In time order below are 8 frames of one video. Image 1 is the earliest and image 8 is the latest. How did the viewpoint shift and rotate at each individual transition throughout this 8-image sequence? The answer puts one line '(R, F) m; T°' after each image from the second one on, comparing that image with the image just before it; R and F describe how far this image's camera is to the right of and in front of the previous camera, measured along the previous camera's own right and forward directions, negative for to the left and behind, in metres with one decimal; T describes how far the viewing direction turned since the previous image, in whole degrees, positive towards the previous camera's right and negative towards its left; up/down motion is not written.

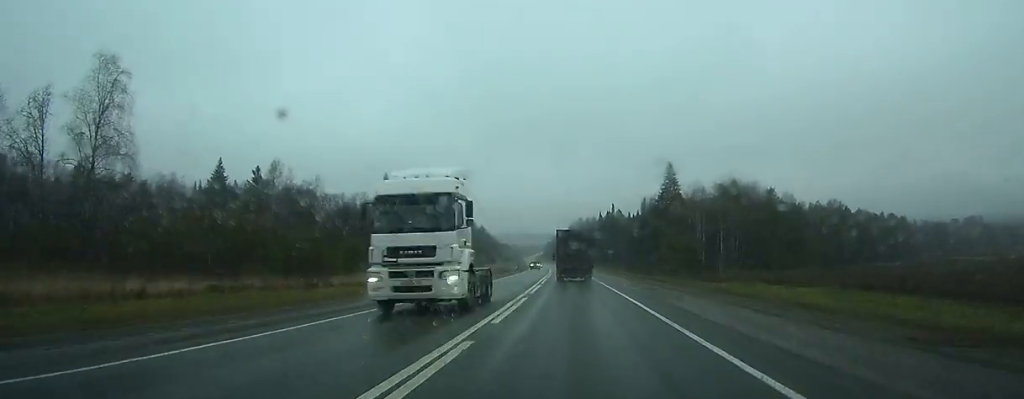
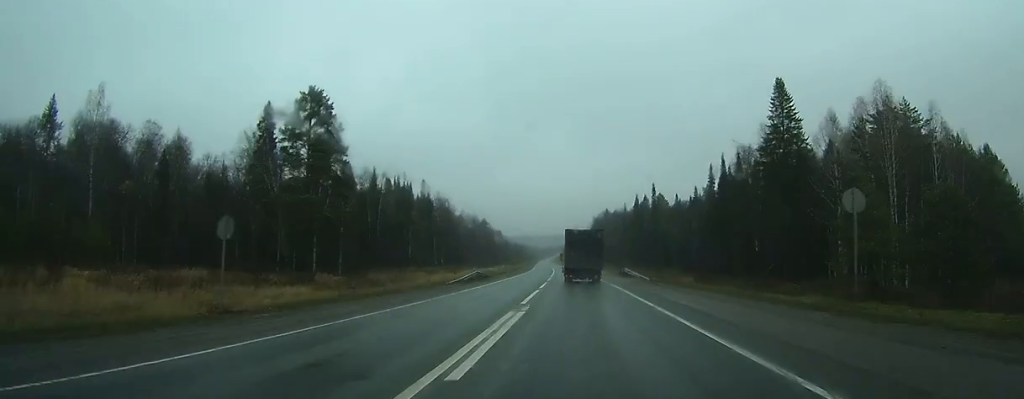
(-1.2, +78.9) m; -2°
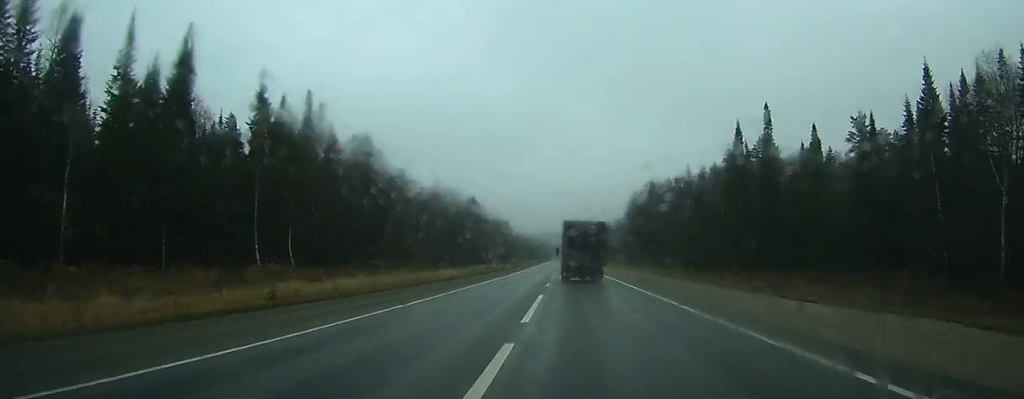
(-1.9, +101.5) m; -2°
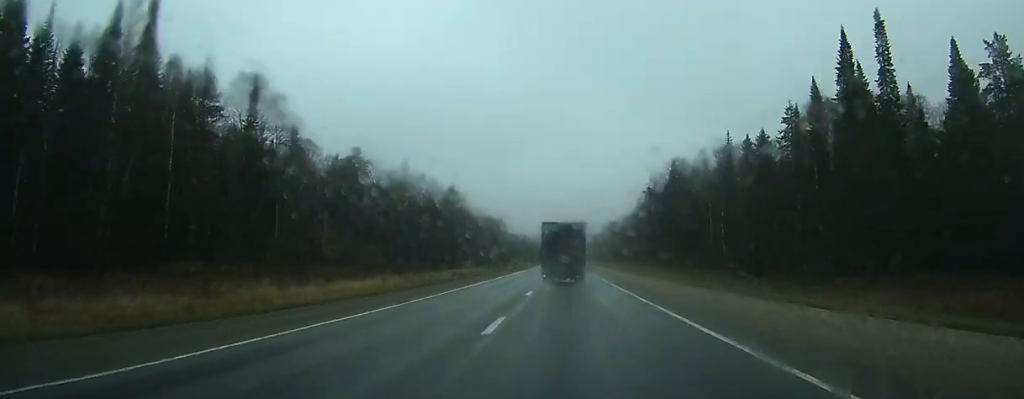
(-0.1, +40.6) m; 0°
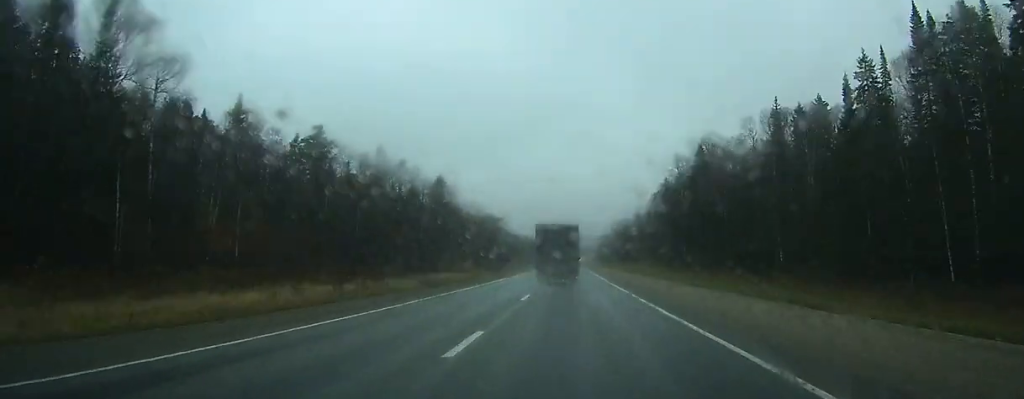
(0.0, +26.7) m; 0°
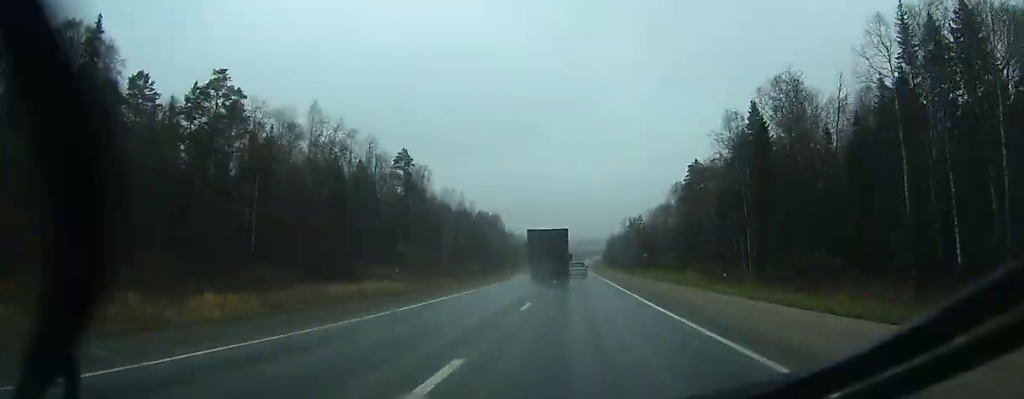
(-0.2, +39.2) m; -1°
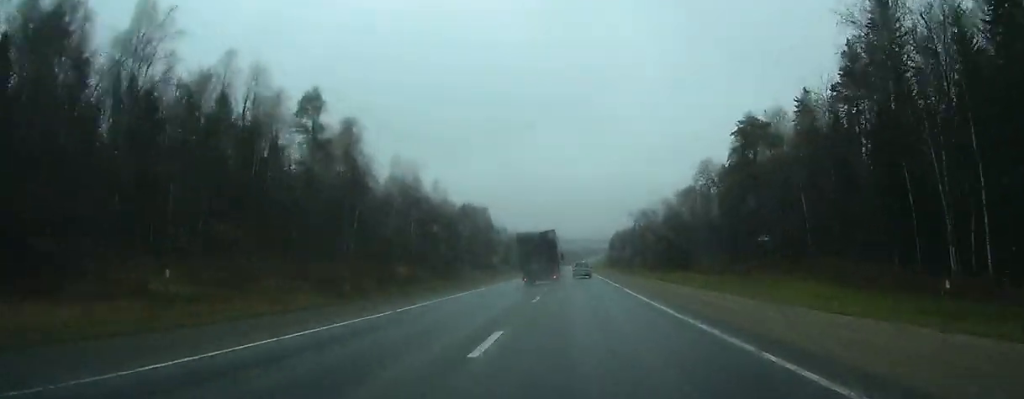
(-0.3, +44.5) m; 0°
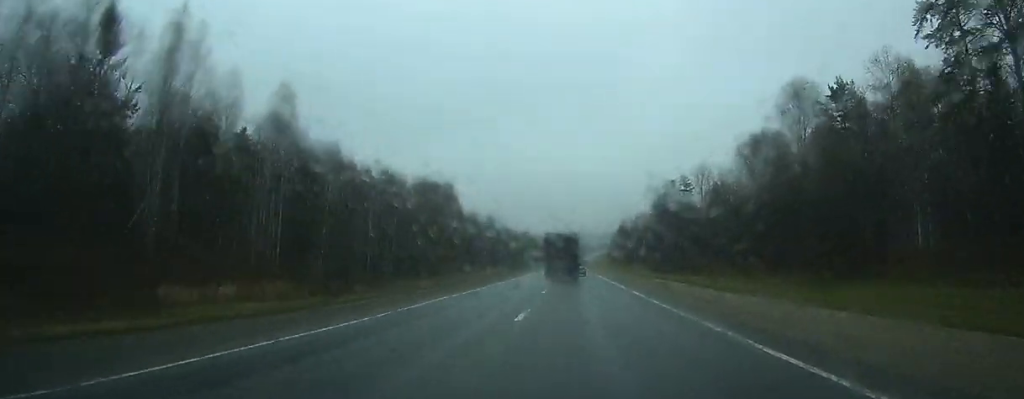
(+0.1, +65.3) m; 0°
